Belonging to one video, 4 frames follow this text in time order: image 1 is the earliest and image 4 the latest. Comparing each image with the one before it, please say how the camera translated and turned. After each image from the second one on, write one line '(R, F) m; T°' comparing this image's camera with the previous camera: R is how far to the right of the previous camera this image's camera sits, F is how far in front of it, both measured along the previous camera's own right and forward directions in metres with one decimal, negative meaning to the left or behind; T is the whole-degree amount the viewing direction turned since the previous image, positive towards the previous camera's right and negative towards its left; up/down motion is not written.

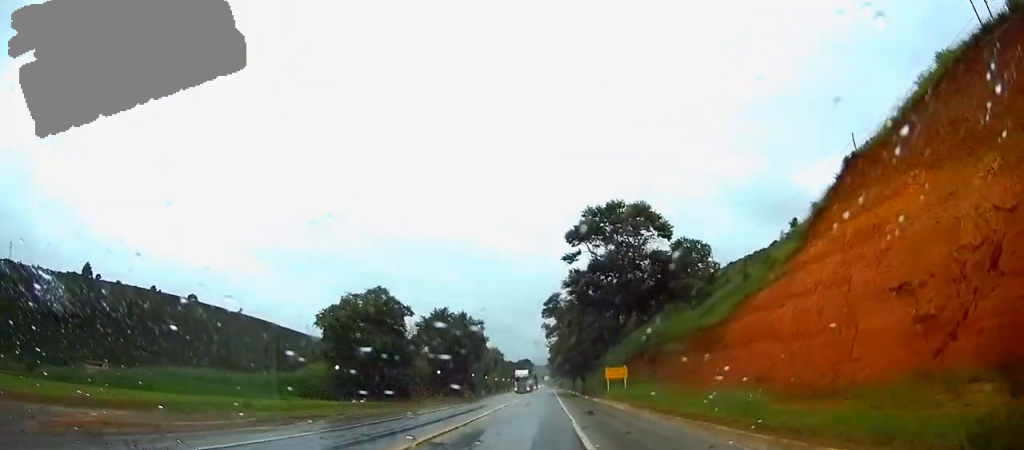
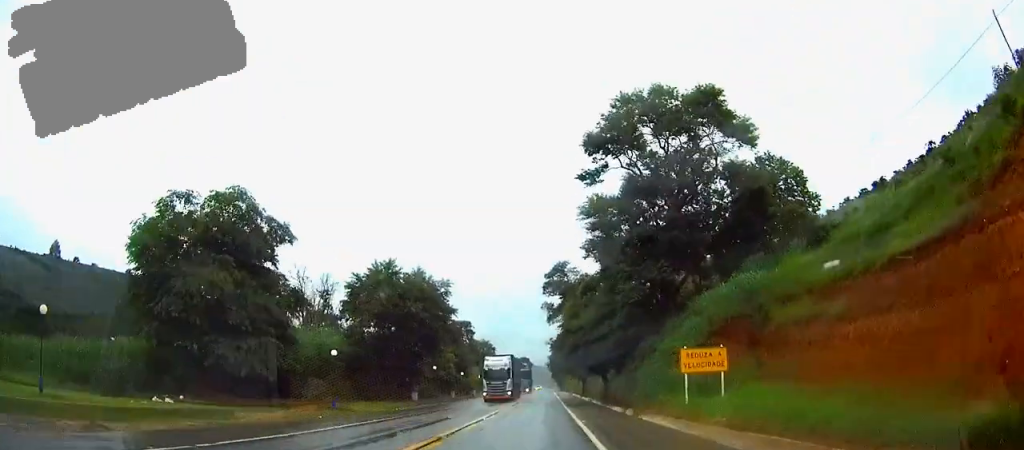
(+0.1, +33.4) m; 0°
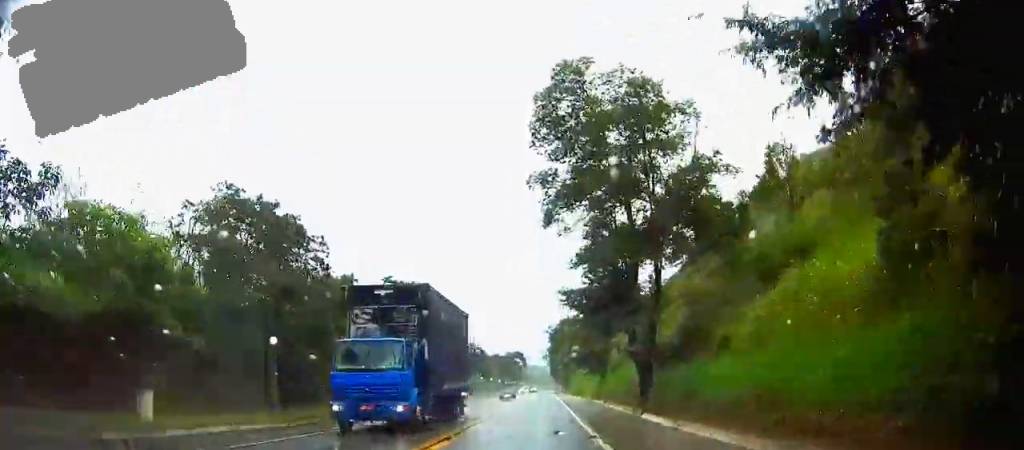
(-0.1, +57.6) m; 0°
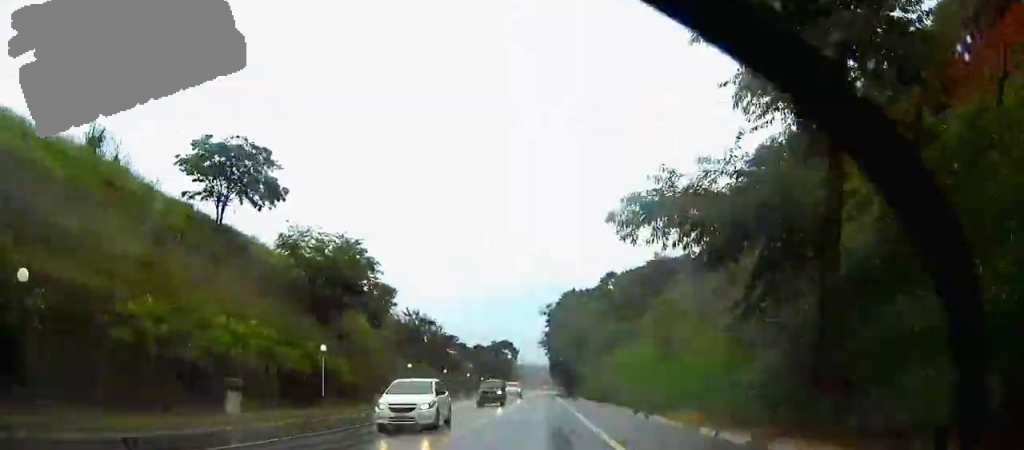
(+0.2, +55.0) m; 0°
